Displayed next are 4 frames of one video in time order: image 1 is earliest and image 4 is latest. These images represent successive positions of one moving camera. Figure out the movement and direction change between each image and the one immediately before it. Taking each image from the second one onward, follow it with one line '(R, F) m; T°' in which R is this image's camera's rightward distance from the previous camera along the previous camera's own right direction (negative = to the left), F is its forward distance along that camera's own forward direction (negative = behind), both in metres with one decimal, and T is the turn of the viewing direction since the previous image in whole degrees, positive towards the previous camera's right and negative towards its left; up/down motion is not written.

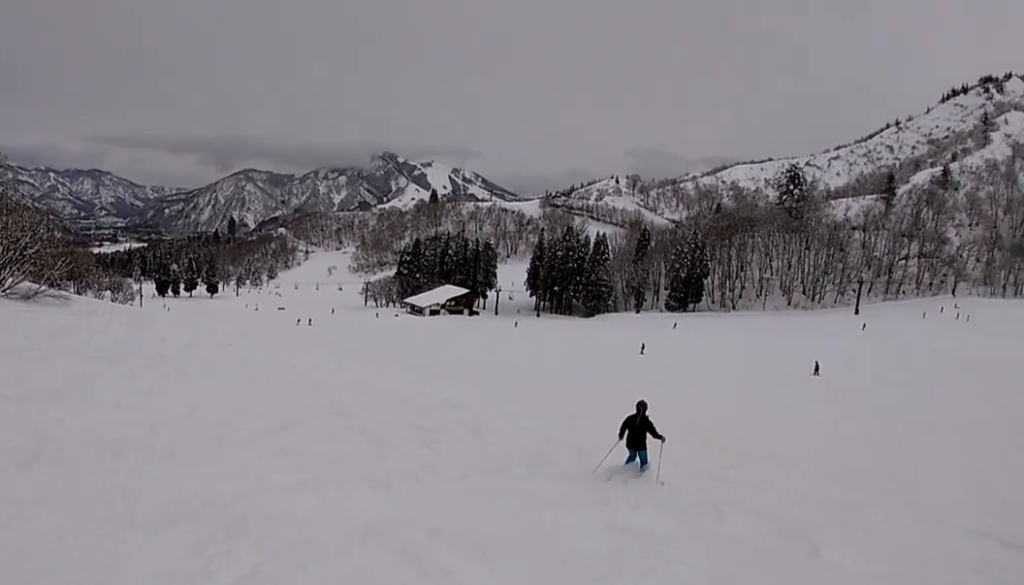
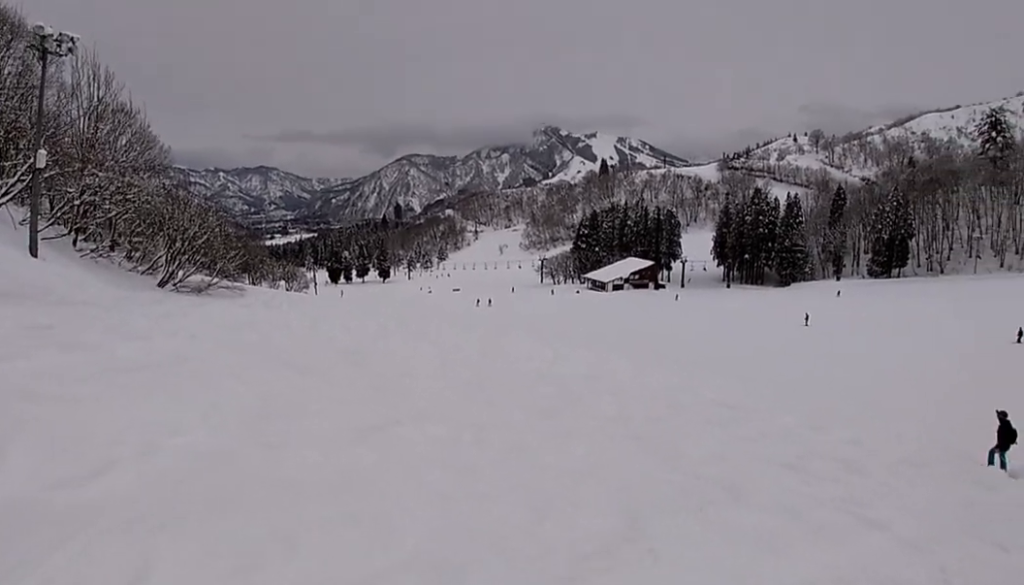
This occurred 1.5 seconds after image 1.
(-1.1, +5.3) m; -9°
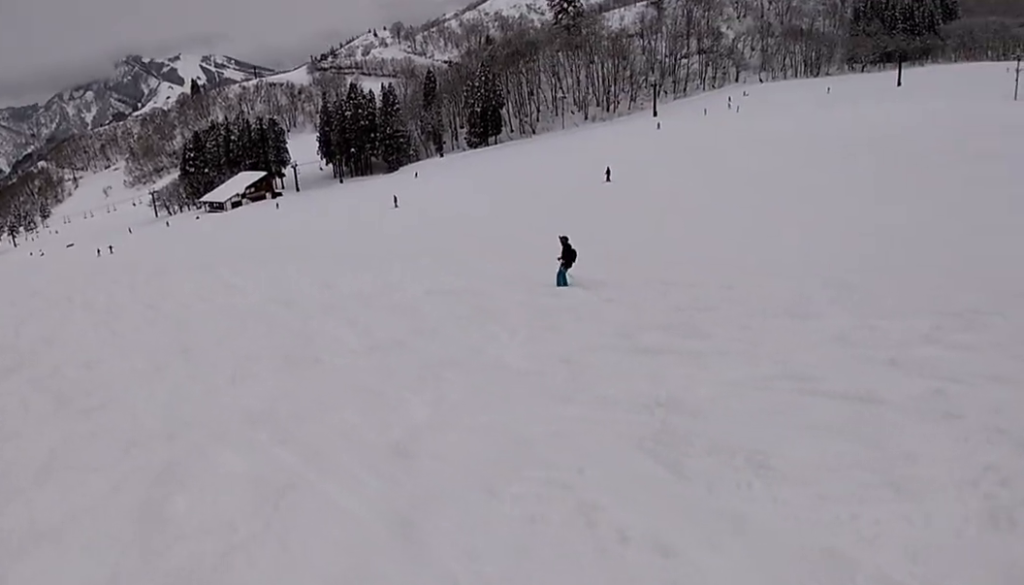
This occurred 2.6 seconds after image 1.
(+0.7, +4.1) m; +28°
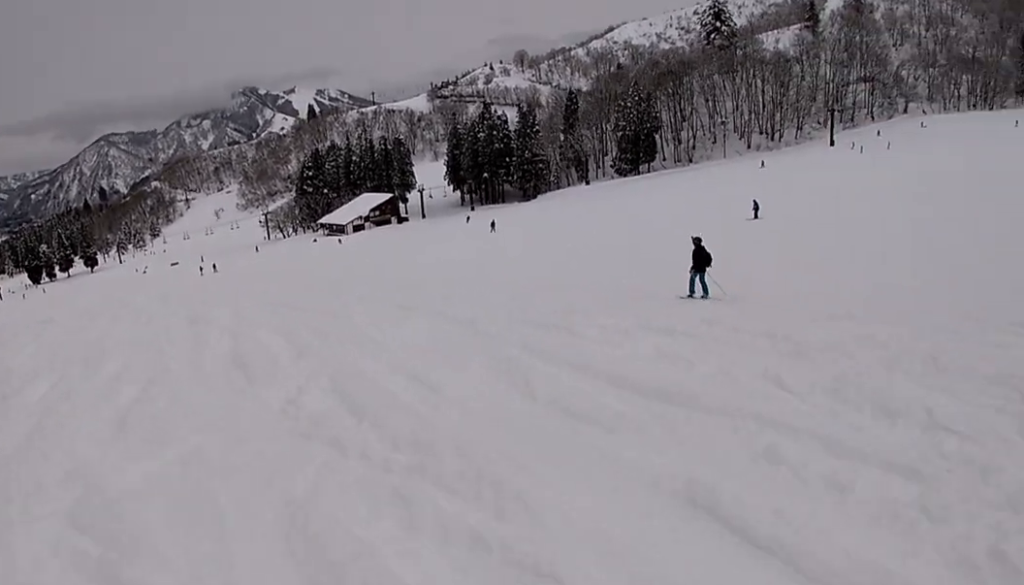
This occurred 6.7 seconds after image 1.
(-1.0, +22.1) m; -2°
